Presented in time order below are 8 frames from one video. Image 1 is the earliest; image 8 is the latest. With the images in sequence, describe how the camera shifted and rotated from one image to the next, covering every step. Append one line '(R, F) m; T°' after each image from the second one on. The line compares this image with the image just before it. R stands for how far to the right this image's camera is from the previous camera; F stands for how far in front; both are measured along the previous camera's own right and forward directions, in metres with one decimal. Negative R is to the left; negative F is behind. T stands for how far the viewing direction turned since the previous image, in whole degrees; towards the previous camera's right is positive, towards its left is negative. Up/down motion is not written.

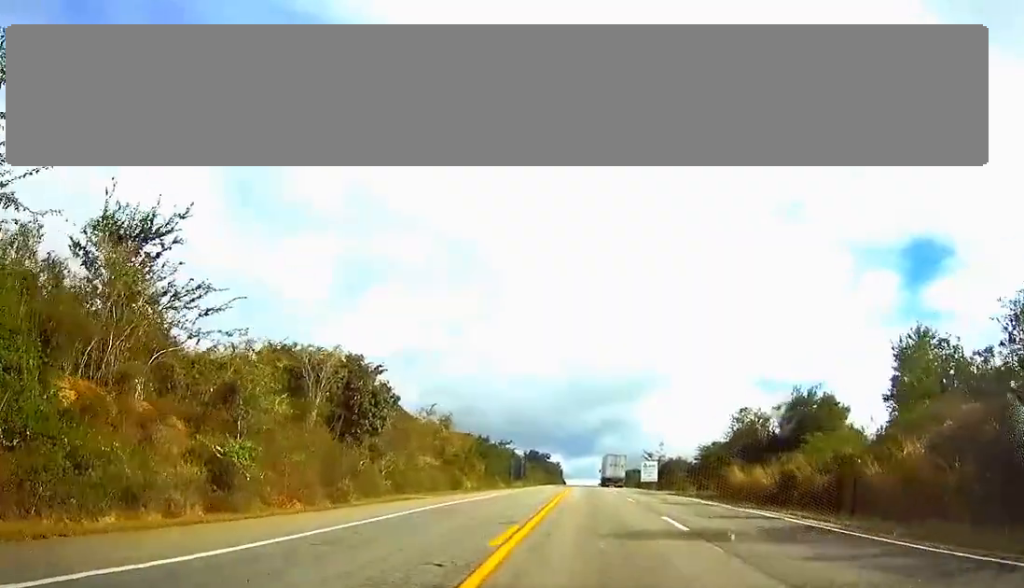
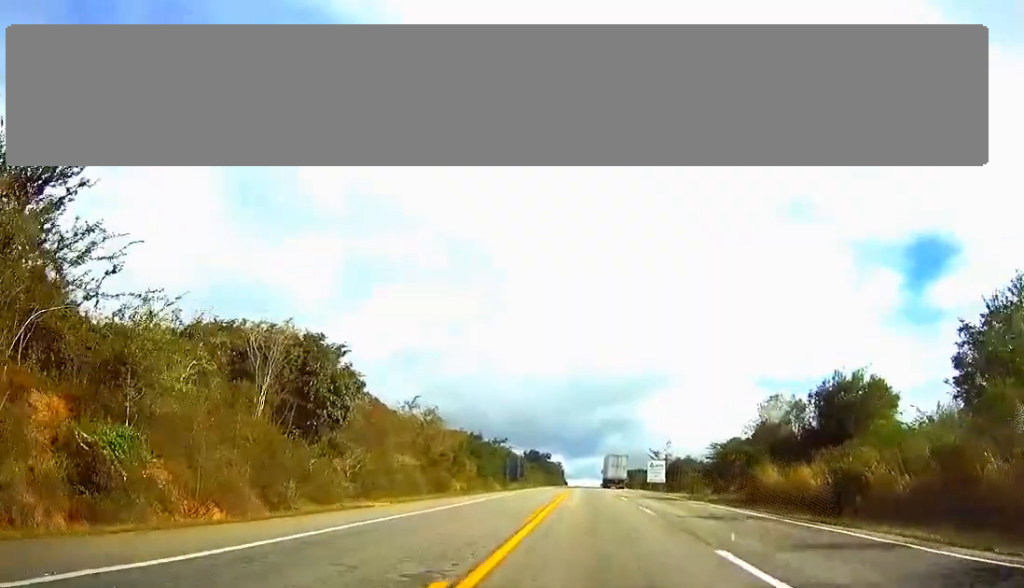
(0.0, +9.0) m; 0°
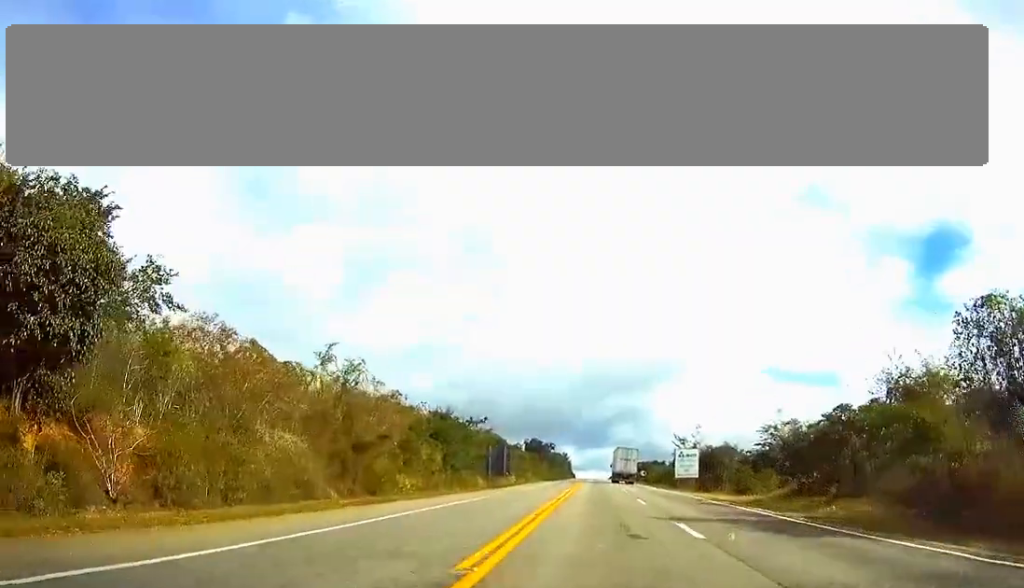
(0.0, +26.5) m; 0°
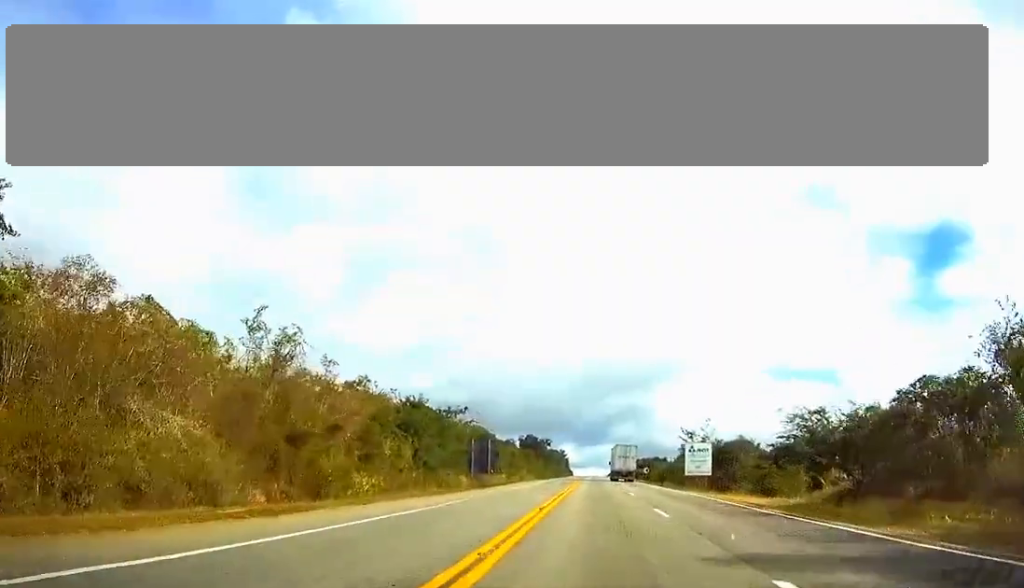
(0.0, +10.6) m; 0°
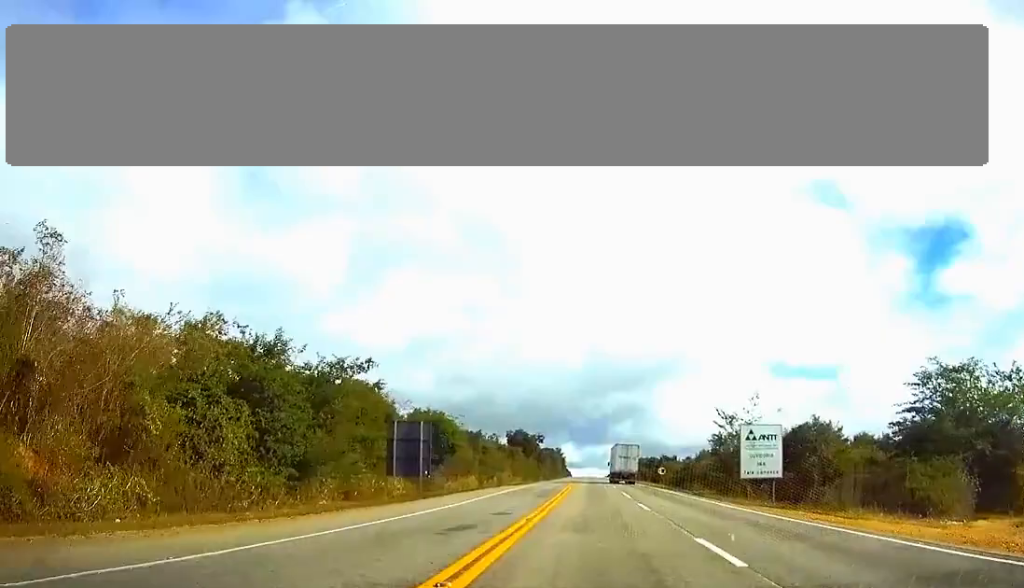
(-0.3, +28.1) m; -2°
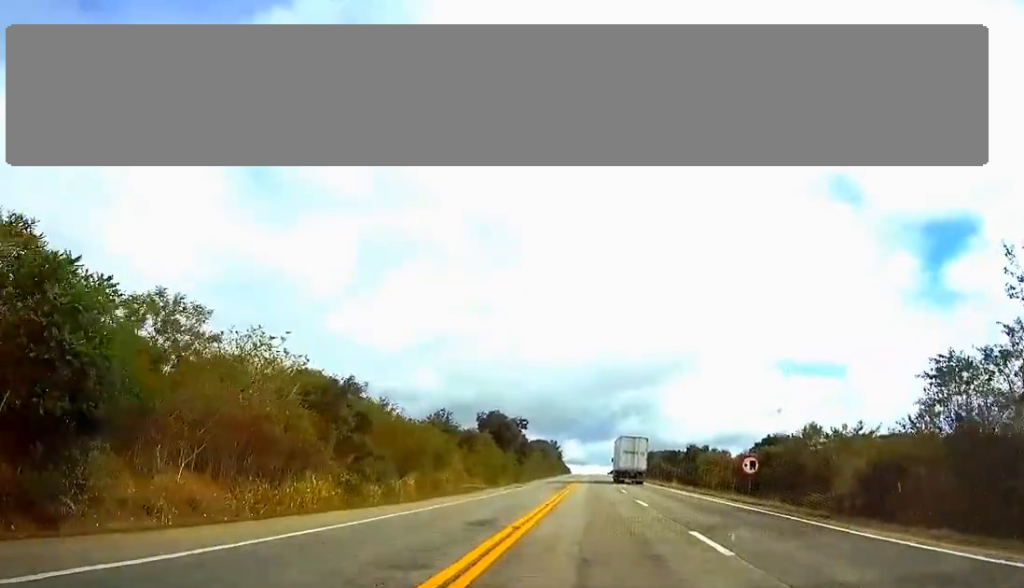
(+0.2, +49.4) m; +1°
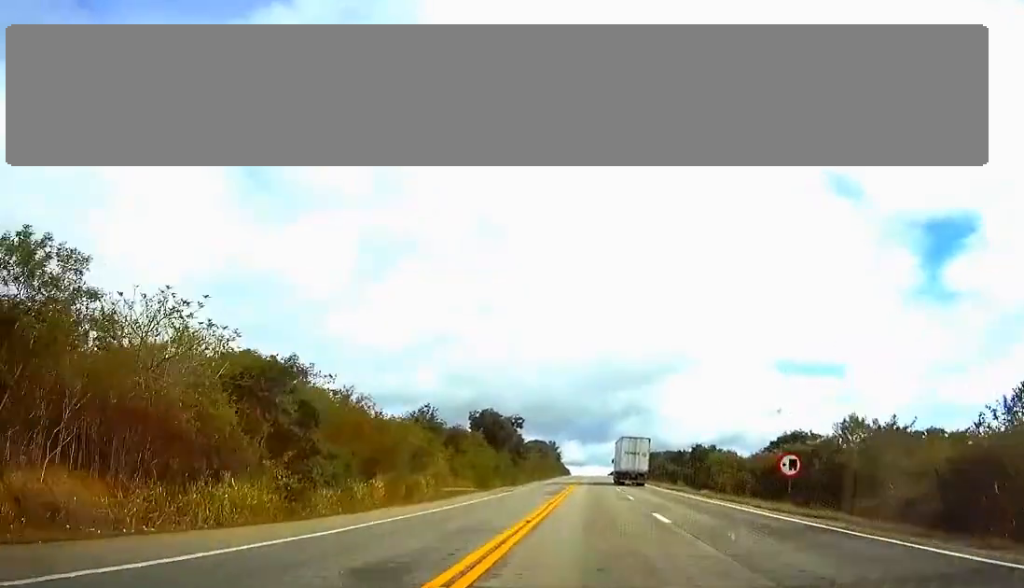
(0.0, +8.4) m; 0°
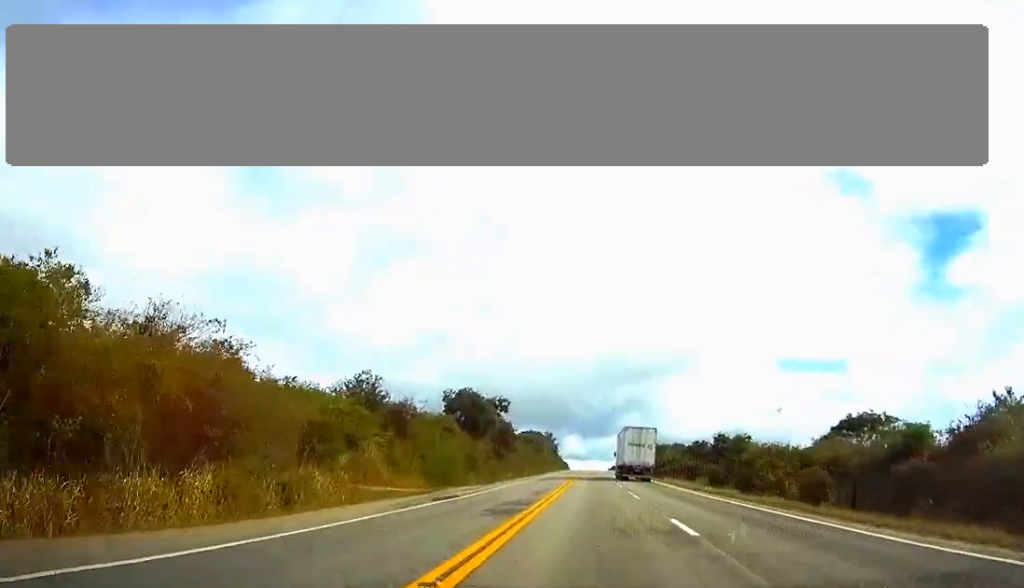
(0.0, +22.8) m; 0°
